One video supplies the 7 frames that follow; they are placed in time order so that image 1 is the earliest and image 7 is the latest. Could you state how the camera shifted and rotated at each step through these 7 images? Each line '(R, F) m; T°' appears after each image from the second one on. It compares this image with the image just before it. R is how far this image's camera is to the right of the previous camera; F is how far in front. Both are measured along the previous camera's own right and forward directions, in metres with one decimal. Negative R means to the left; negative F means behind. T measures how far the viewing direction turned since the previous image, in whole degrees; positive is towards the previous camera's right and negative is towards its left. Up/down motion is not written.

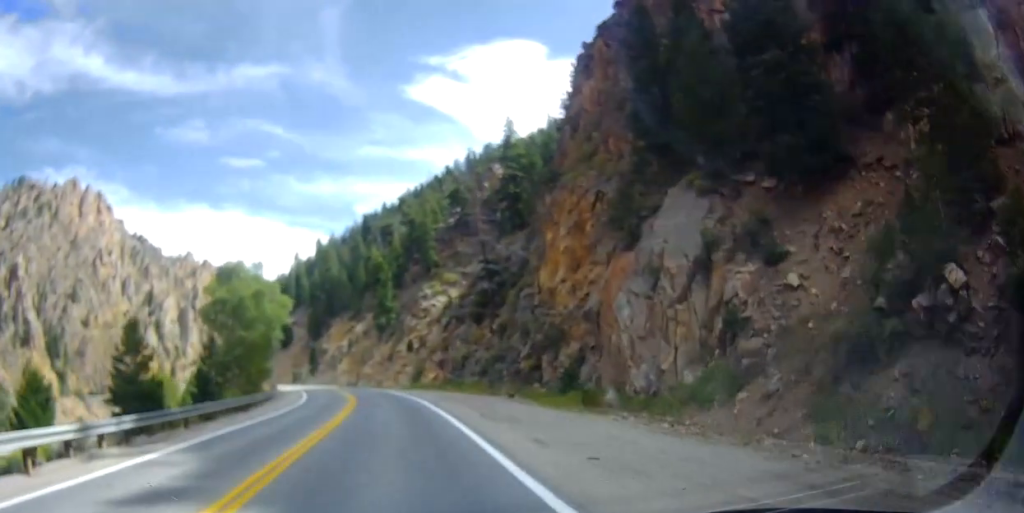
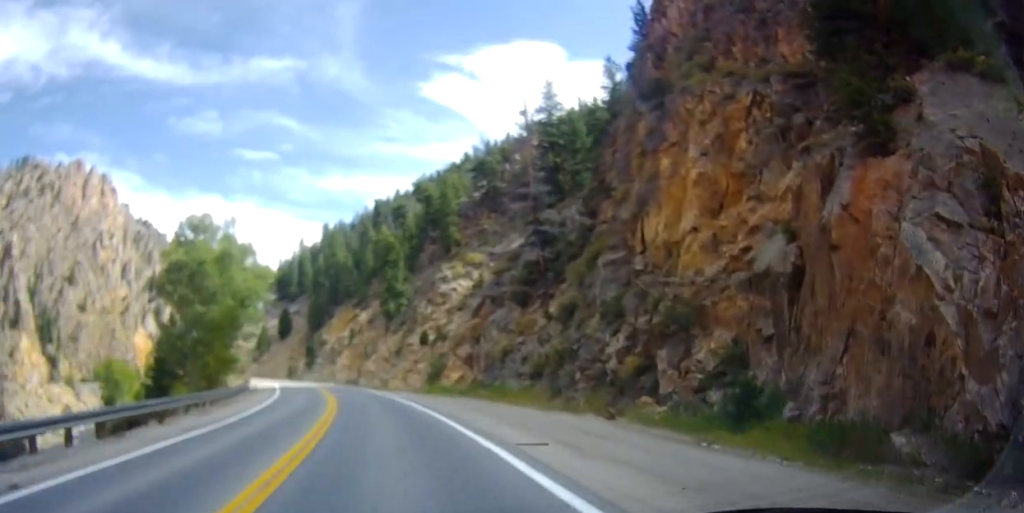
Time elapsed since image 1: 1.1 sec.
(+0.1, +18.2) m; +2°
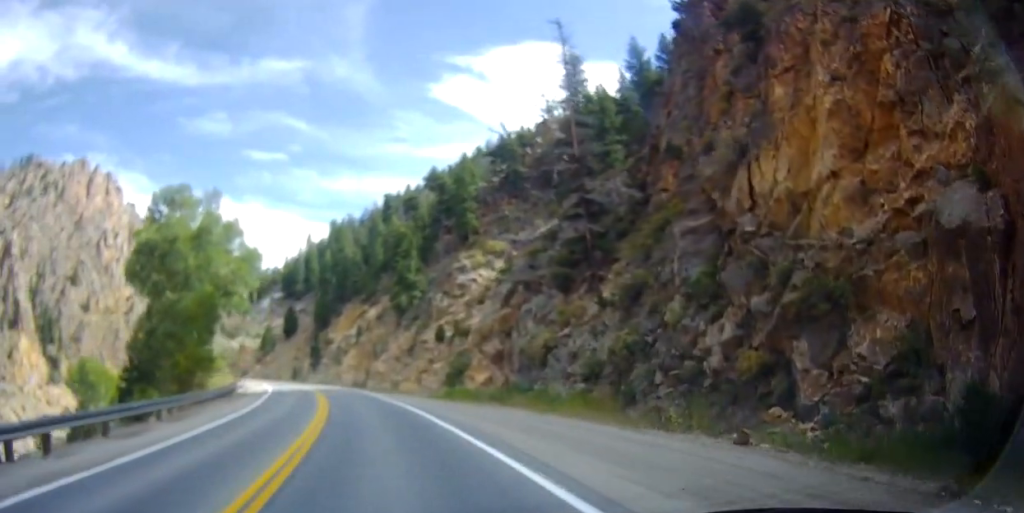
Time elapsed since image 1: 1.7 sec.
(+0.1, +9.0) m; -1°
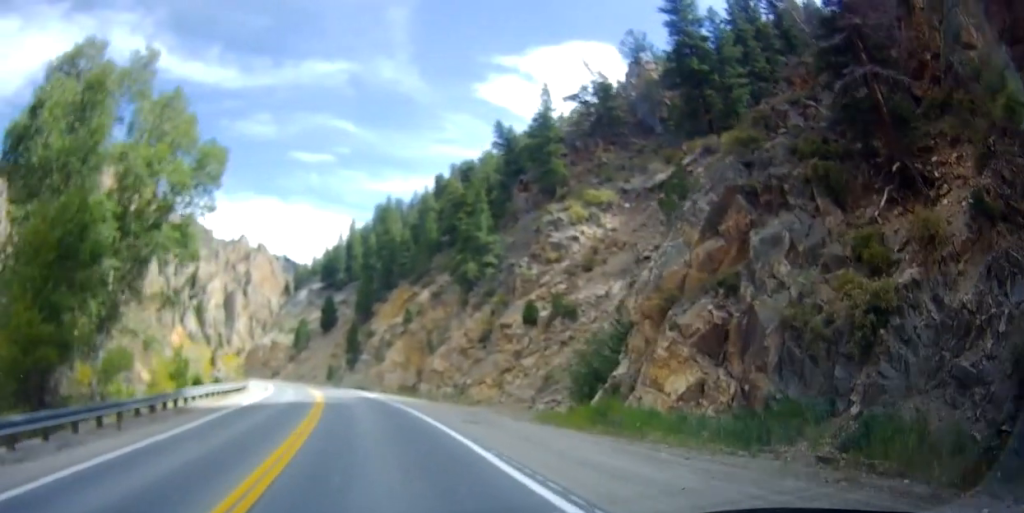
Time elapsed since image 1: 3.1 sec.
(-0.8, +23.0) m; -7°
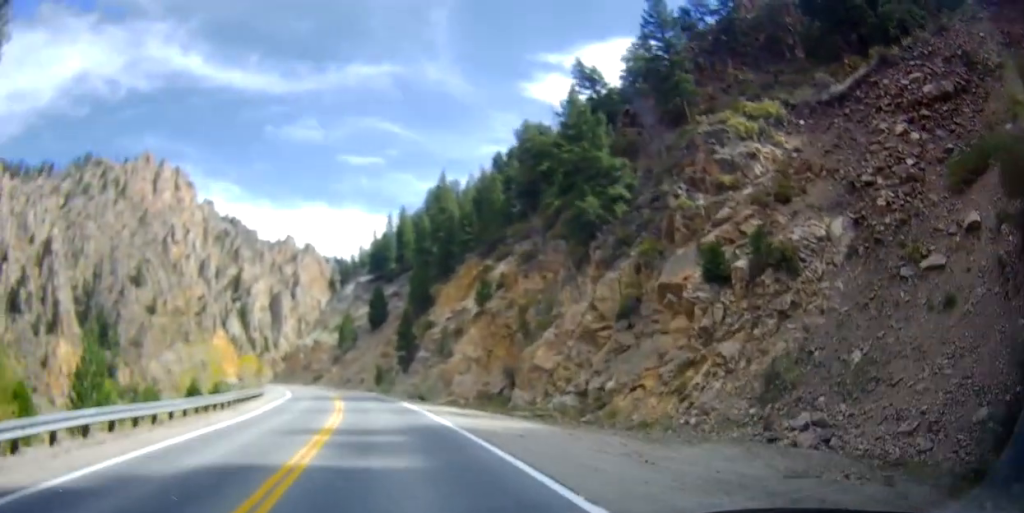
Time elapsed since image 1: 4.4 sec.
(-1.2, +20.1) m; -4°
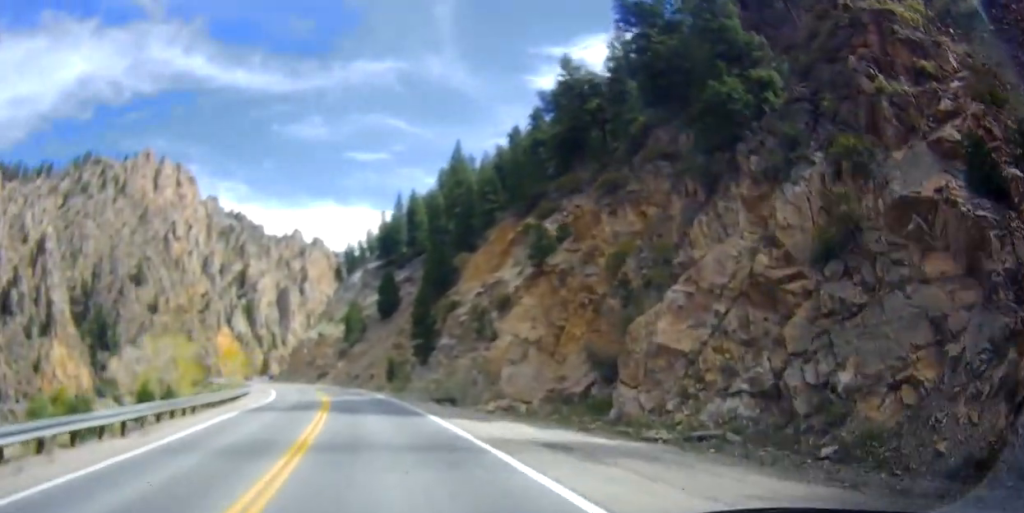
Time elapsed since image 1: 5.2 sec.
(+0.1, +14.1) m; -3°
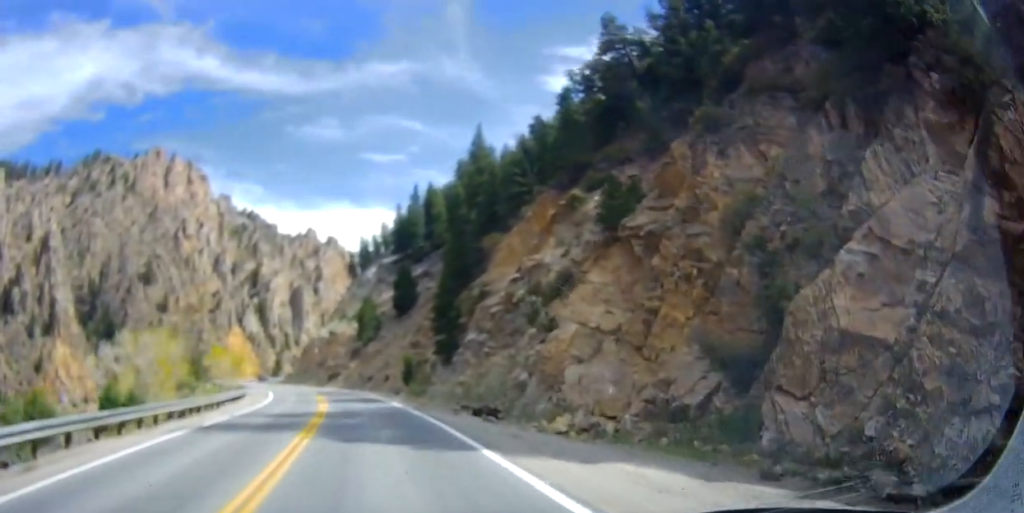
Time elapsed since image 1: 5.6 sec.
(-0.2, +8.0) m; -2°
